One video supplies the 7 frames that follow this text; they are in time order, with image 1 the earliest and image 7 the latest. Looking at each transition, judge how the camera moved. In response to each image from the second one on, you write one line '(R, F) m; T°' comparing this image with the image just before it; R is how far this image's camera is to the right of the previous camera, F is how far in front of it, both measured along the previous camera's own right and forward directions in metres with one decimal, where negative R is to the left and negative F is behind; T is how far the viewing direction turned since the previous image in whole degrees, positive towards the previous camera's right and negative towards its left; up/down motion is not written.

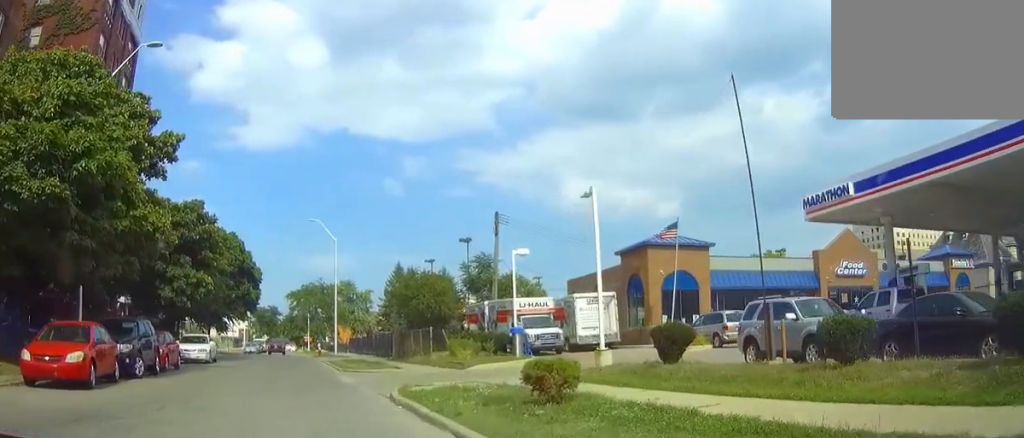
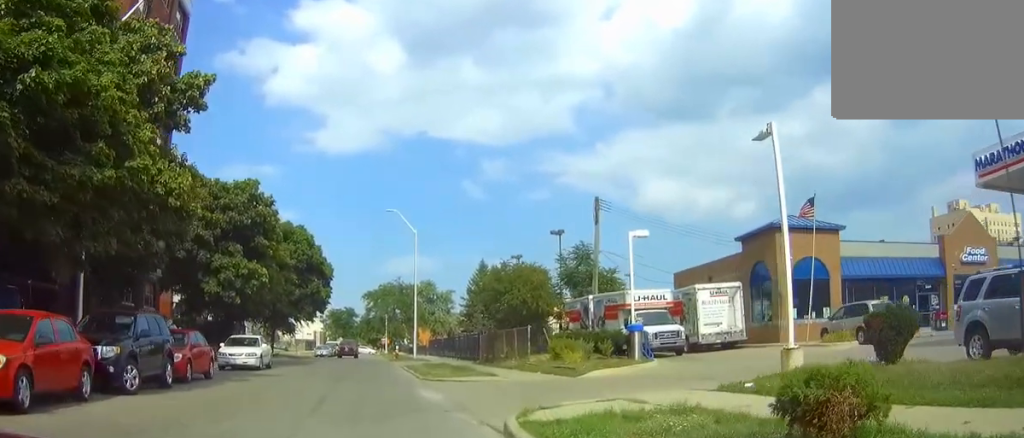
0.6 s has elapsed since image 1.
(-0.7, +5.8) m; -7°
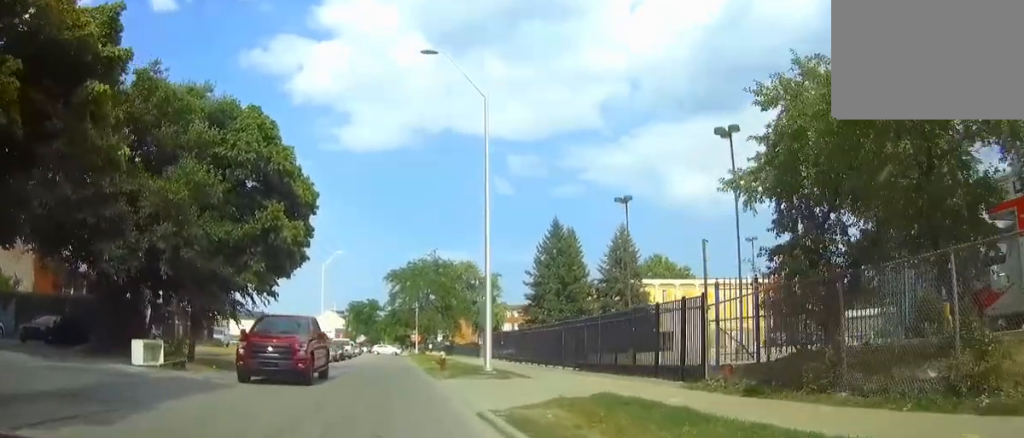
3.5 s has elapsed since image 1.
(+0.4, +31.5) m; +3°
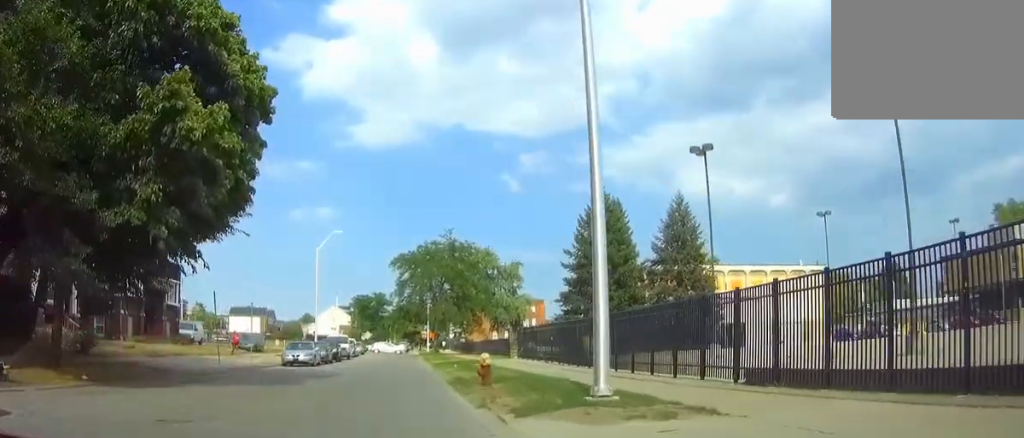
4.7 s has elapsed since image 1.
(+0.5, +13.3) m; +2°
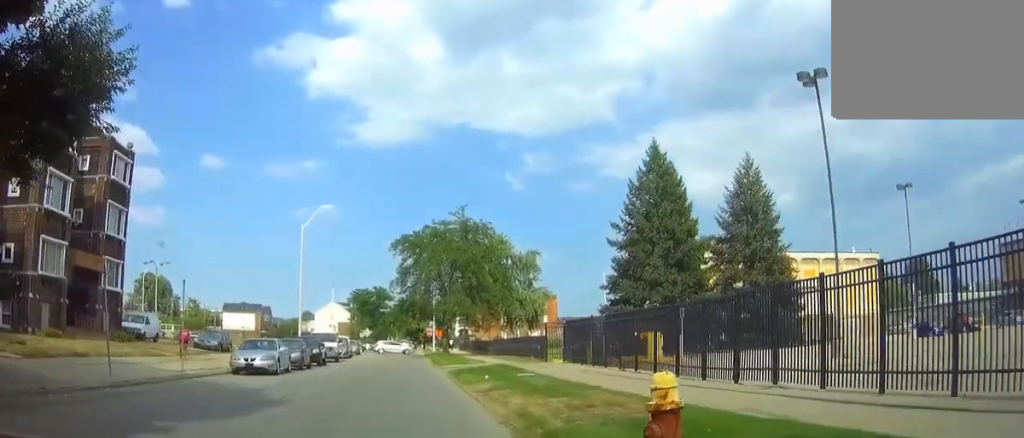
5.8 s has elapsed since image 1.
(+0.1, +12.3) m; +1°
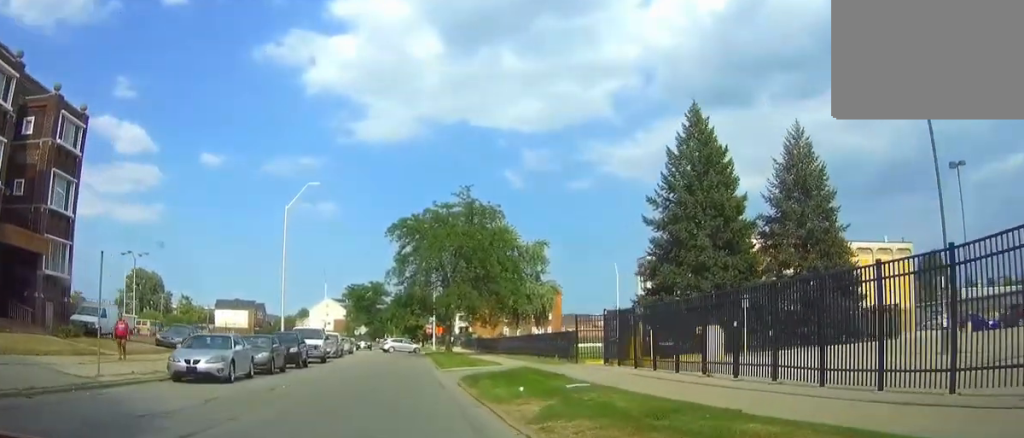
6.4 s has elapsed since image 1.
(+0.1, +7.0) m; +1°
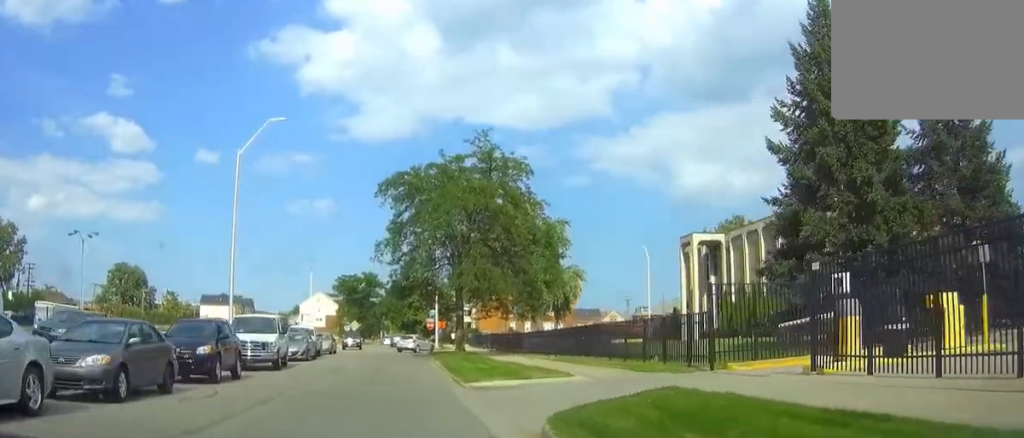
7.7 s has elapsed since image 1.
(+0.1, +14.2) m; +1°
